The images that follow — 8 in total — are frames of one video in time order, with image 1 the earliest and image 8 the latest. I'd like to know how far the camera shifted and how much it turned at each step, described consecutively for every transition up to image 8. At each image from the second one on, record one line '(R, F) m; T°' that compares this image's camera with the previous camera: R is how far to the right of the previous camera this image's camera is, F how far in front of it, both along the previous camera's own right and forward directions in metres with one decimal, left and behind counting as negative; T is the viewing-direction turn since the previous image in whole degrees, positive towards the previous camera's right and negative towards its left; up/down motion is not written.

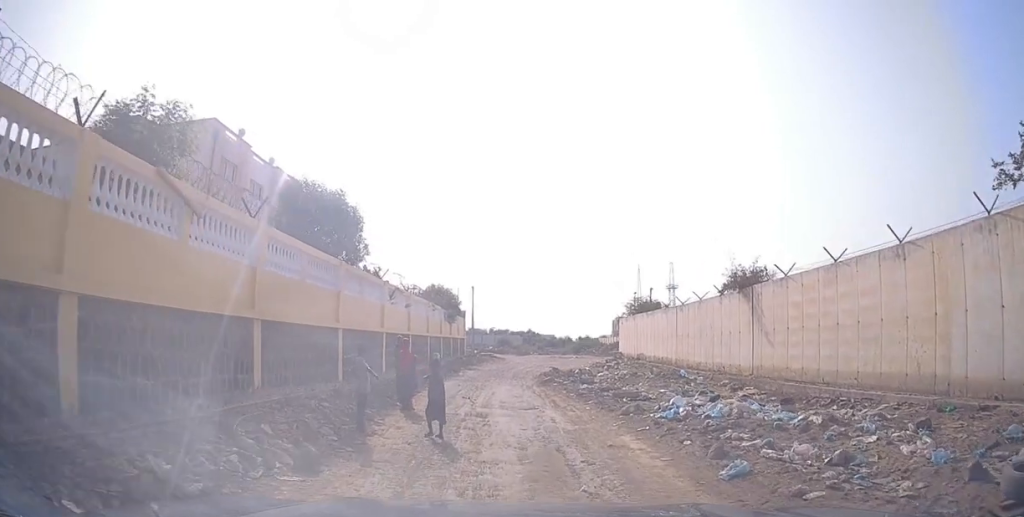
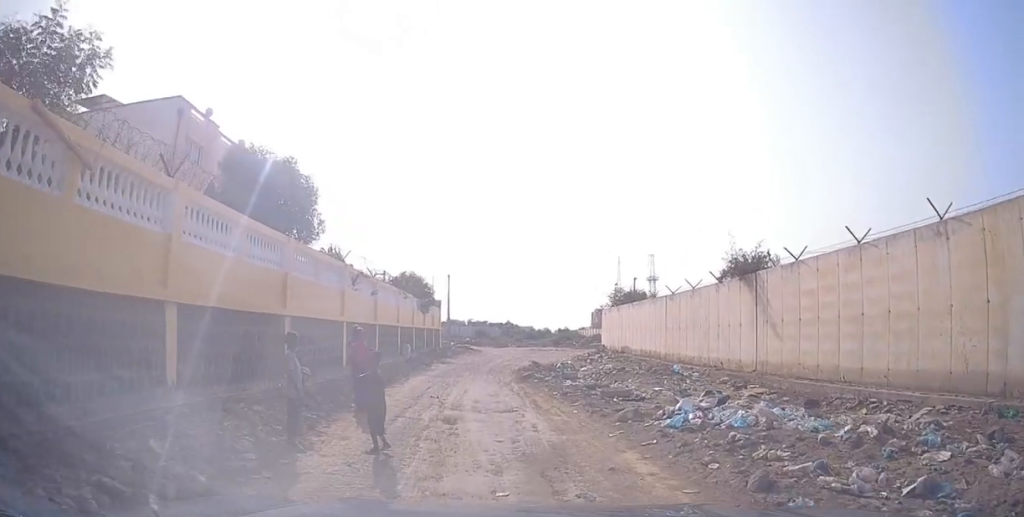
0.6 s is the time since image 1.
(+0.1, +2.2) m; +2°
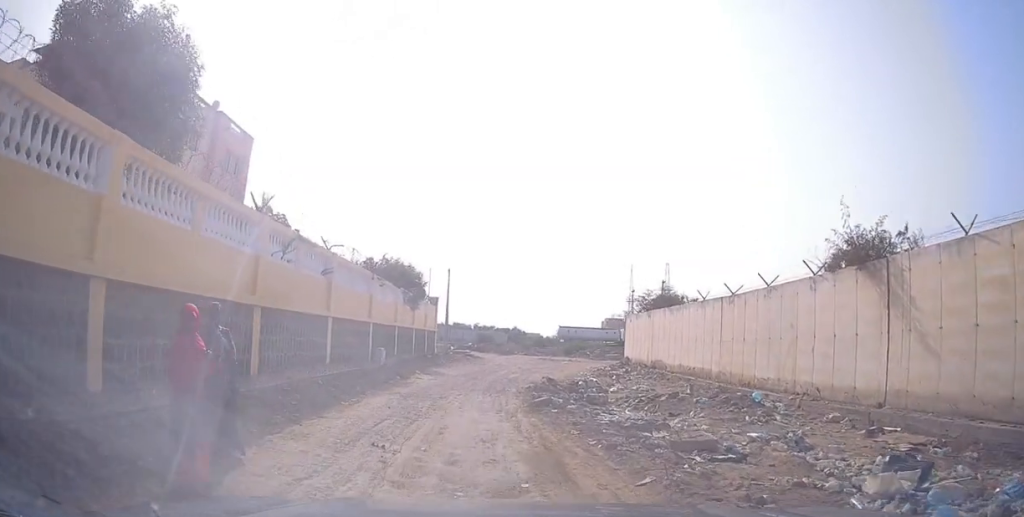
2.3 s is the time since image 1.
(+0.3, +7.4) m; +2°
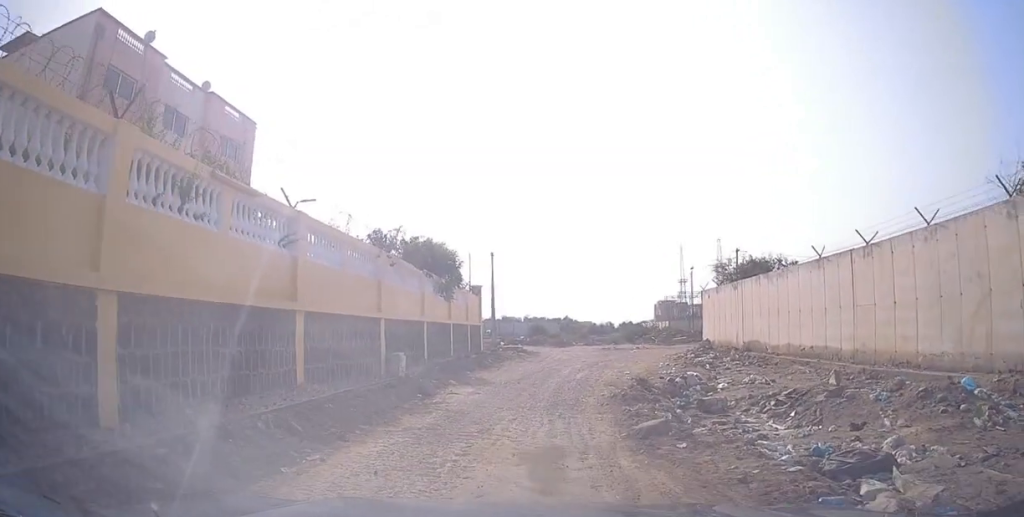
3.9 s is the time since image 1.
(+0.1, +6.3) m; -7°
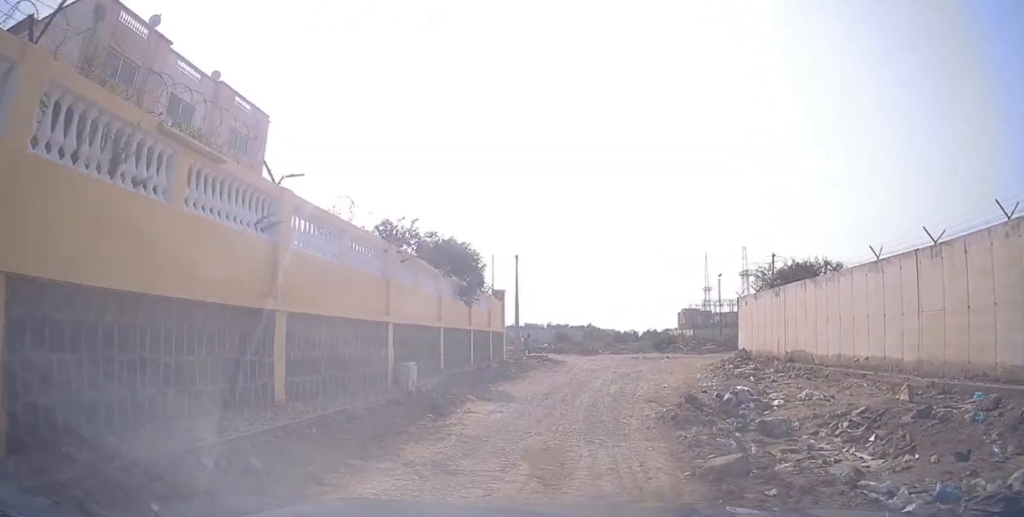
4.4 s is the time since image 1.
(-0.2, +2.0) m; -4°
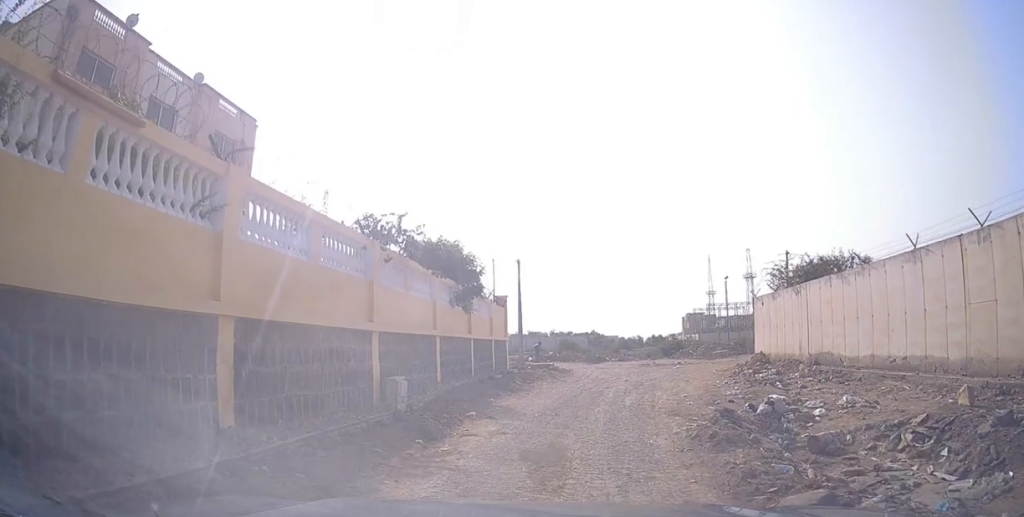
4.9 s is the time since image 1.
(-0.4, +1.8) m; -2°
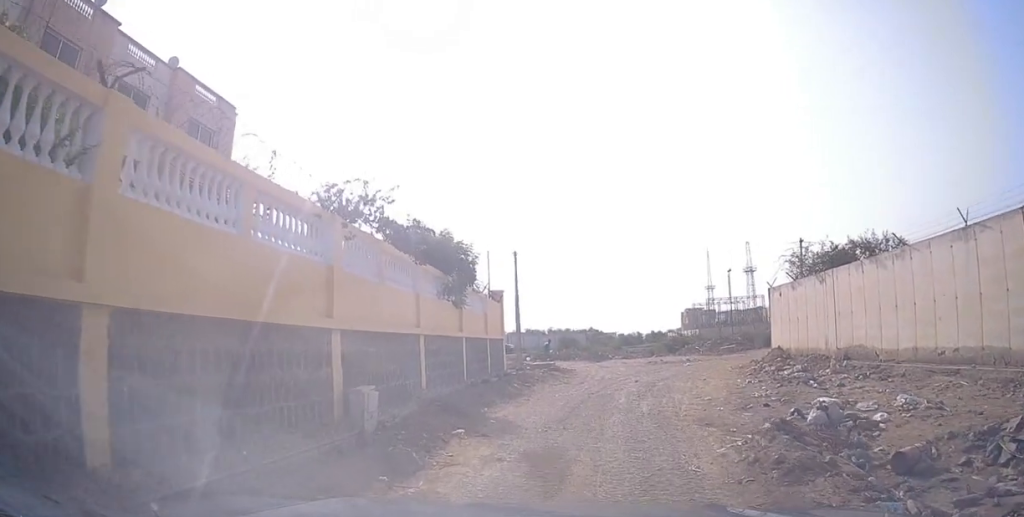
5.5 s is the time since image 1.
(+0.1, +2.3) m; +4°
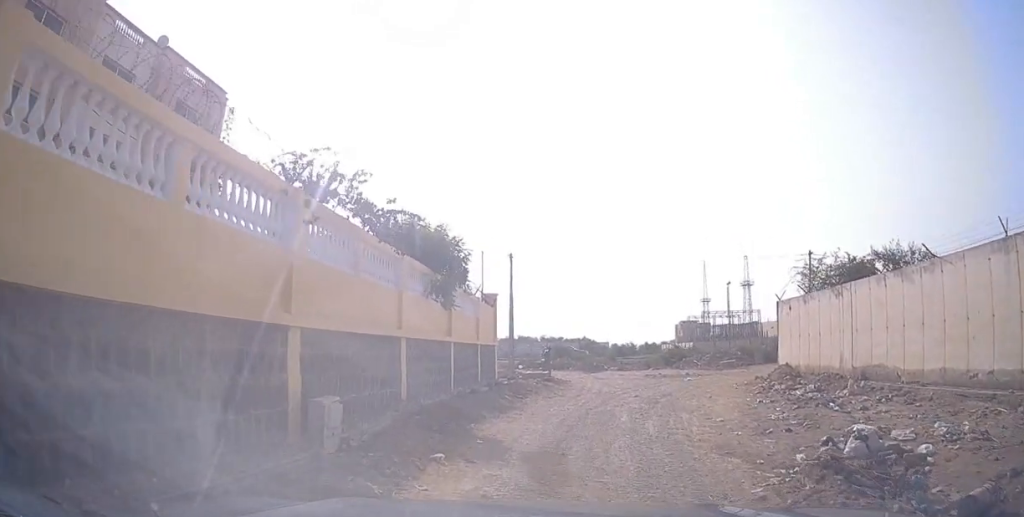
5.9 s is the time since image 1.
(+0.2, +1.5) m; +5°
